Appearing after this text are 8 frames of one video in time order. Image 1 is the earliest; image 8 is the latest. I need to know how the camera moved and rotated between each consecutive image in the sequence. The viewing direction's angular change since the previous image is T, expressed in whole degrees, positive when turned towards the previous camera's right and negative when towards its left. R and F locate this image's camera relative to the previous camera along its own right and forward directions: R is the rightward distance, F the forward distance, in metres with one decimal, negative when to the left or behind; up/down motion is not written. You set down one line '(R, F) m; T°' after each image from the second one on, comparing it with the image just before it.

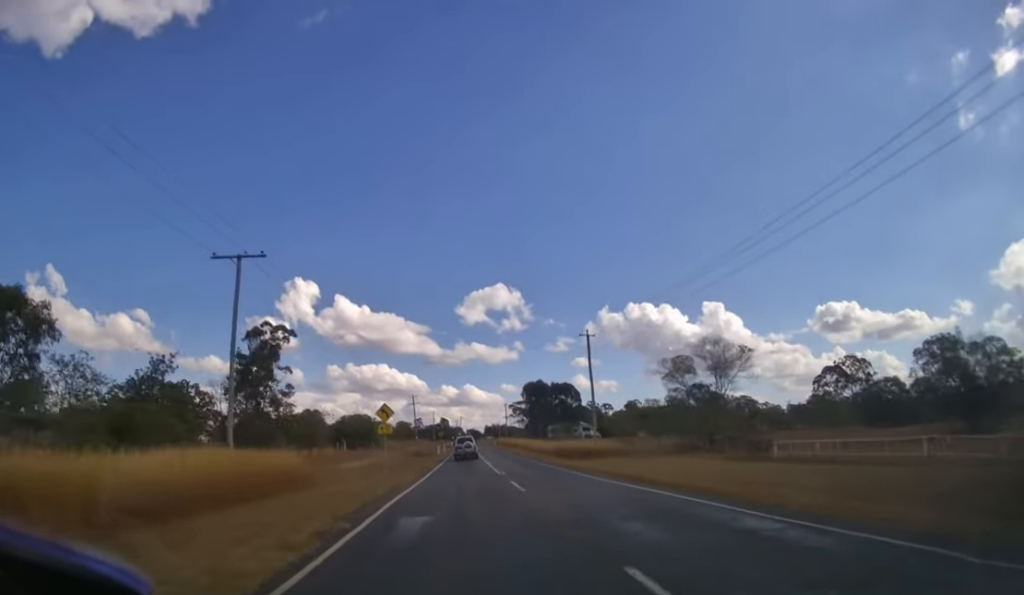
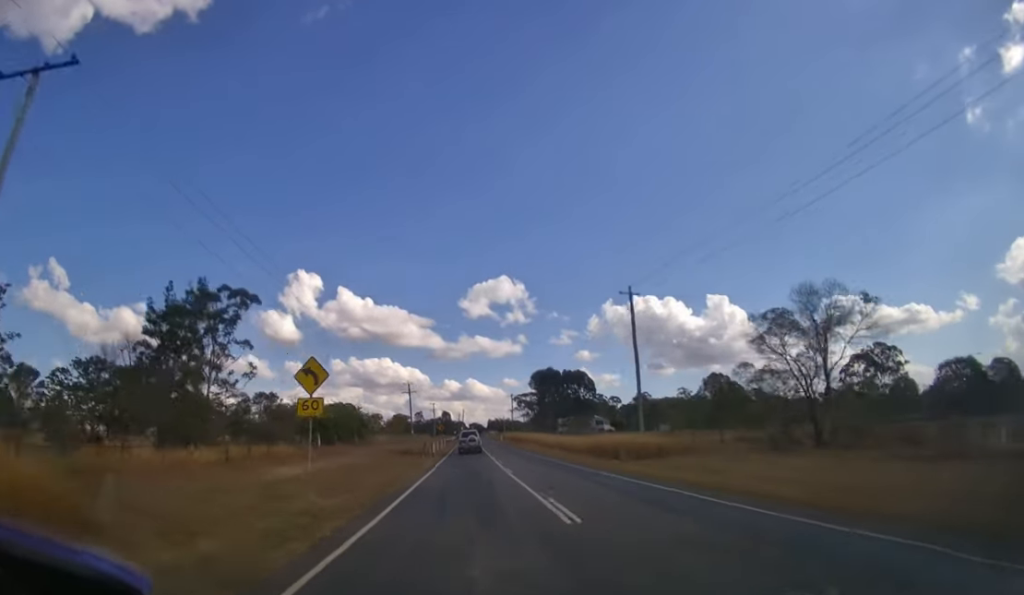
(0.0, +12.9) m; 0°
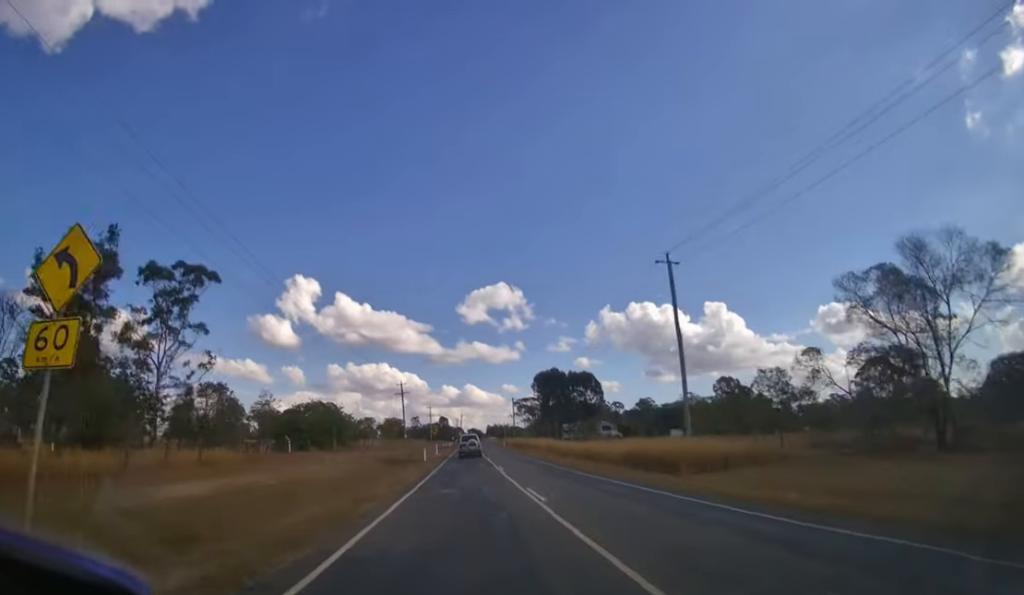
(0.0, +9.5) m; 0°
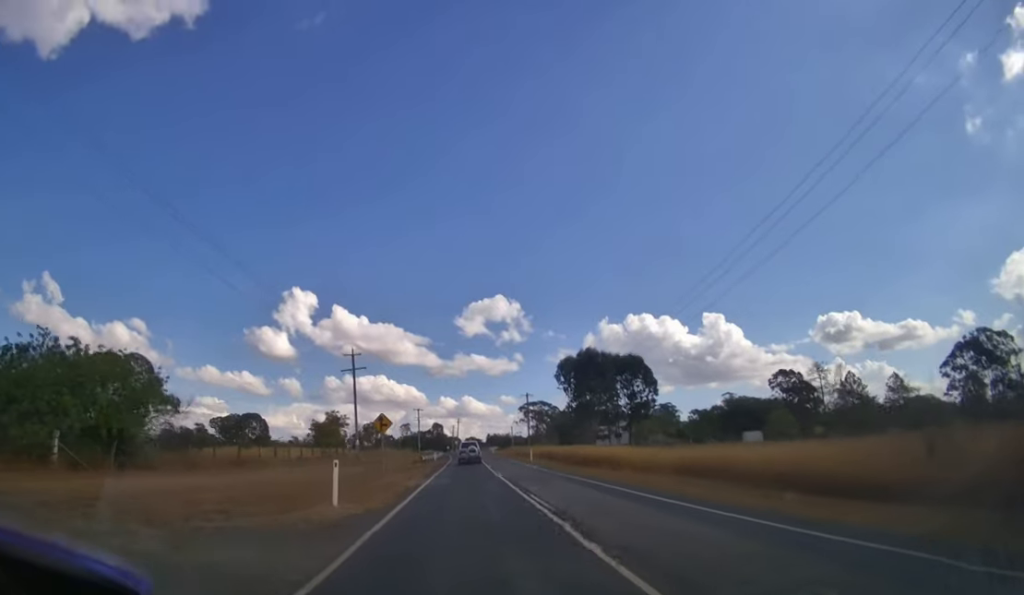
(+0.1, +42.0) m; 0°
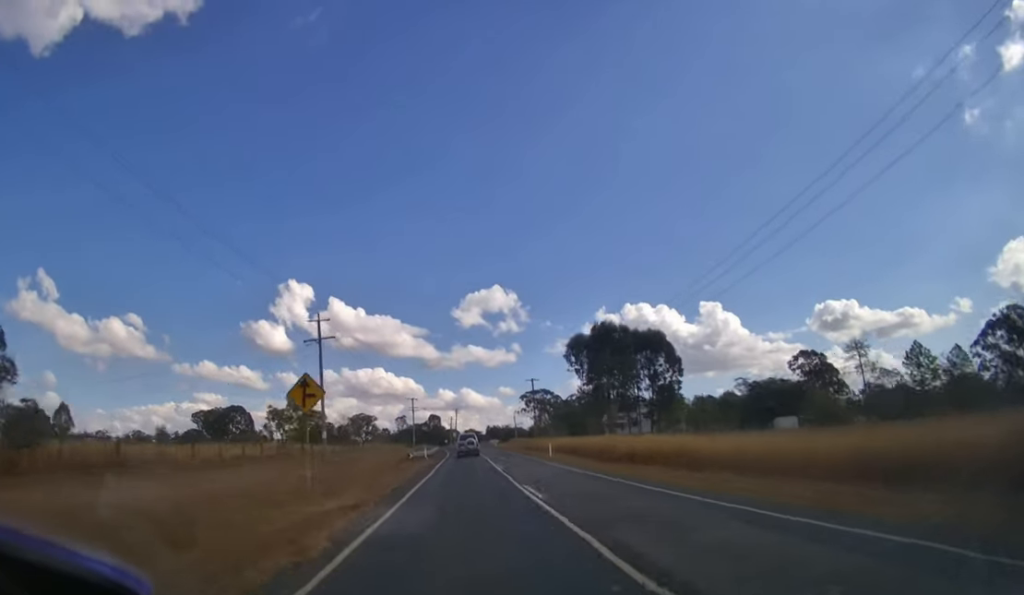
(0.0, +11.7) m; 0°
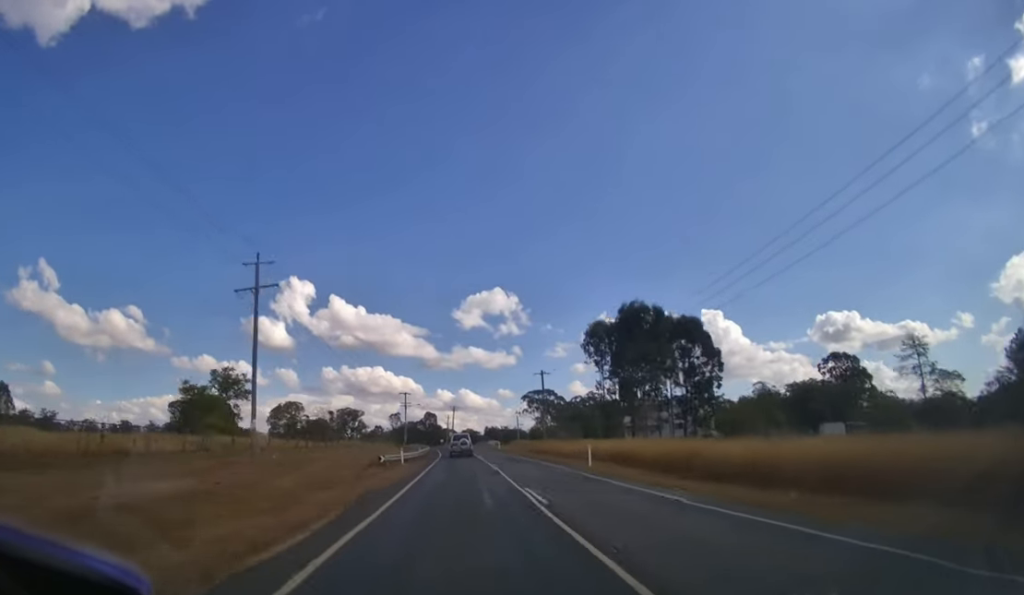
(0.0, +14.0) m; 0°
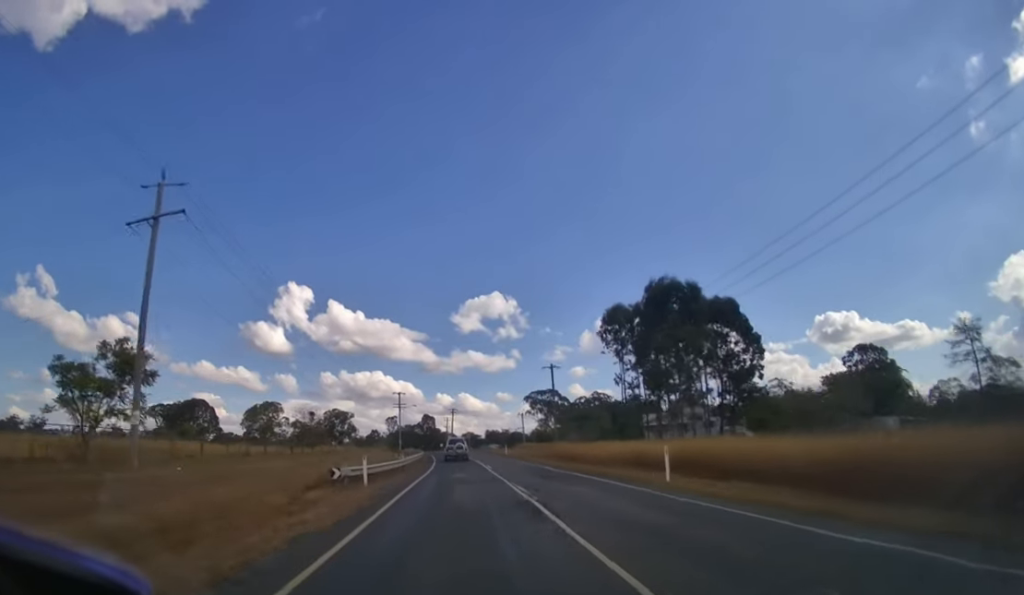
(0.0, +9.6) m; 0°
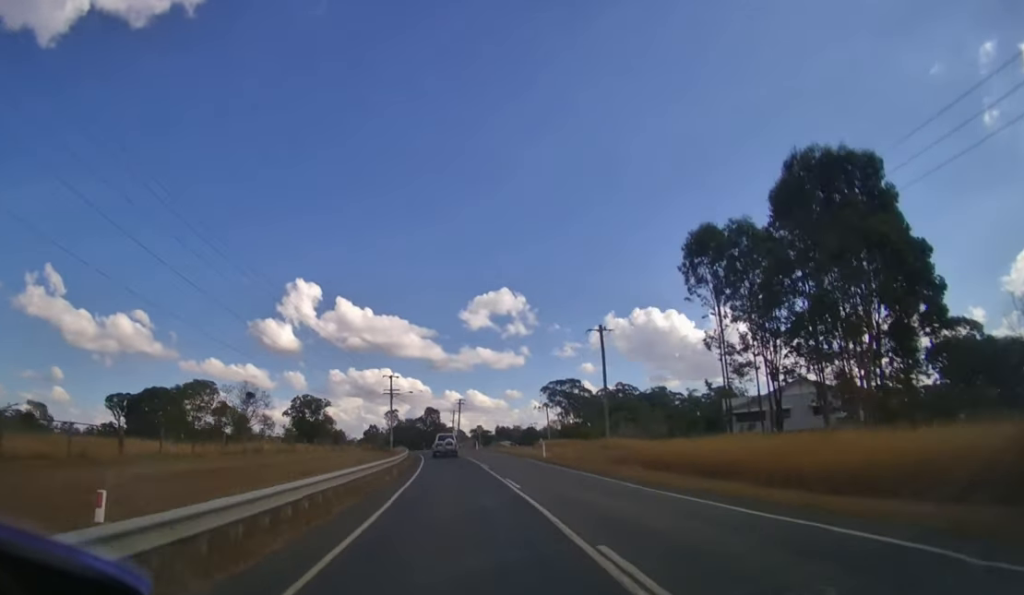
(0.0, +22.0) m; -1°
